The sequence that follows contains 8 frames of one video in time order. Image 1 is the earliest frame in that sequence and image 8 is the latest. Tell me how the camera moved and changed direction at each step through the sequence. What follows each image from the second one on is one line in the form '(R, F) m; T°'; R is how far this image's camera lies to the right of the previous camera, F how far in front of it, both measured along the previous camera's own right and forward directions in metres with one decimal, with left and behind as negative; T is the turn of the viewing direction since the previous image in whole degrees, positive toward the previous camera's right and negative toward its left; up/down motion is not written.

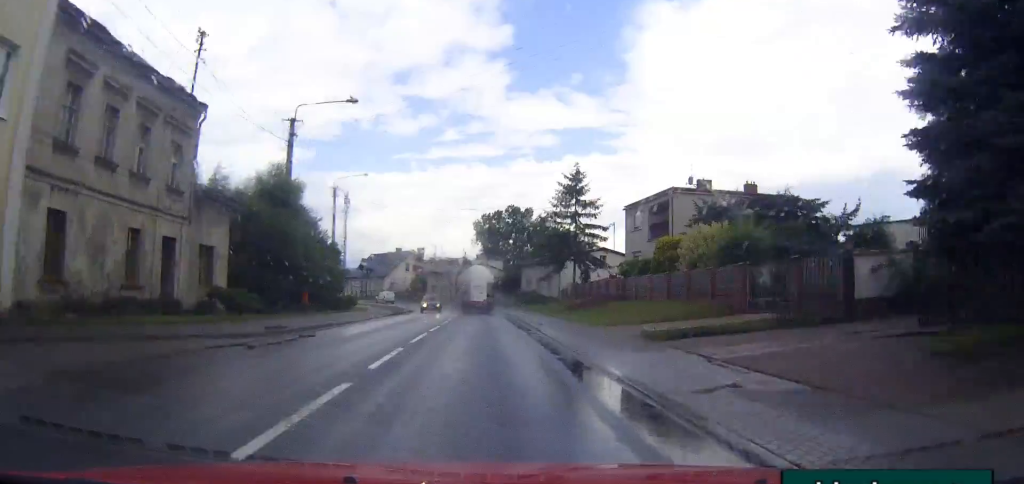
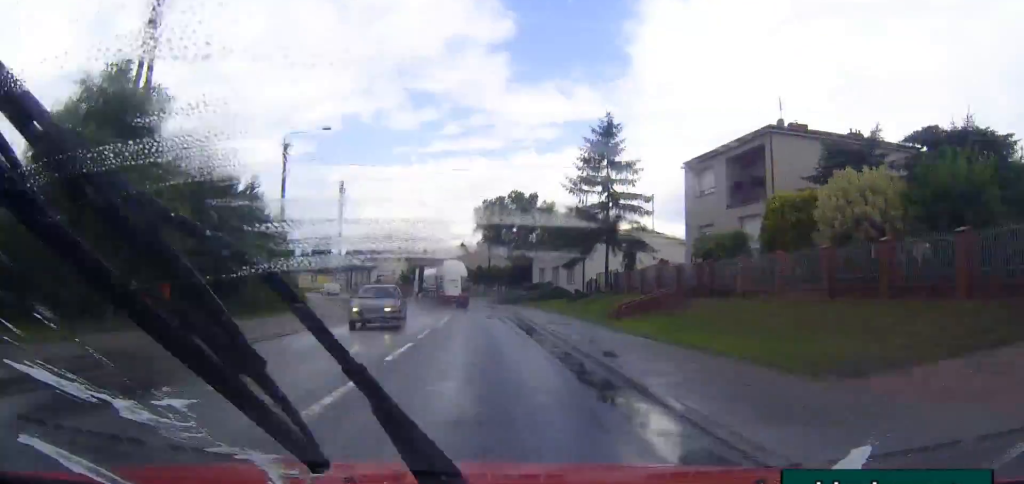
(+0.3, +16.5) m; -1°
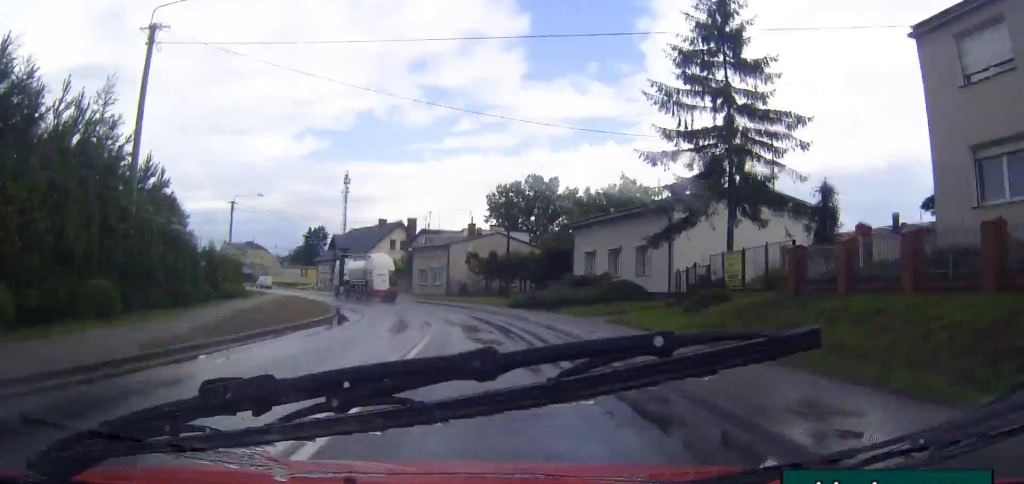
(-0.4, +22.9) m; -4°
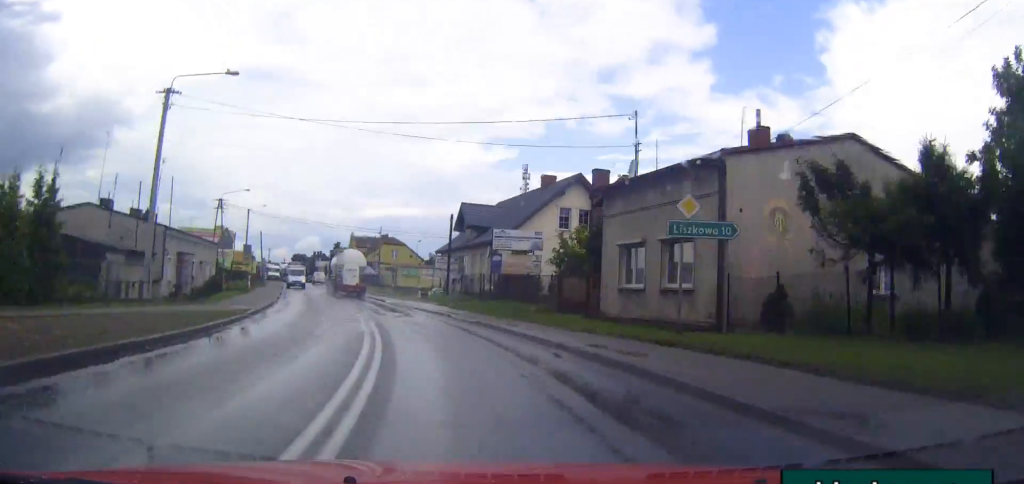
(-5.3, +45.3) m; -14°
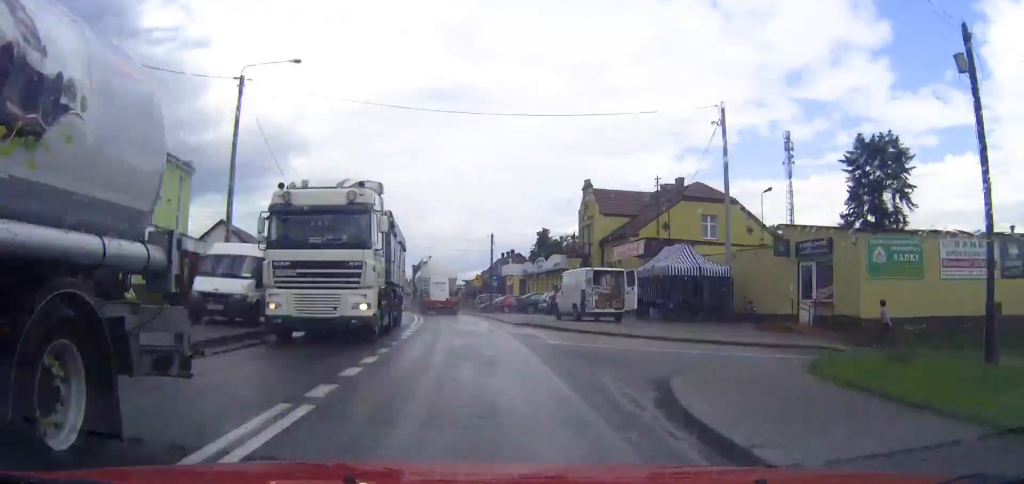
(-13.1, +89.7) m; -13°
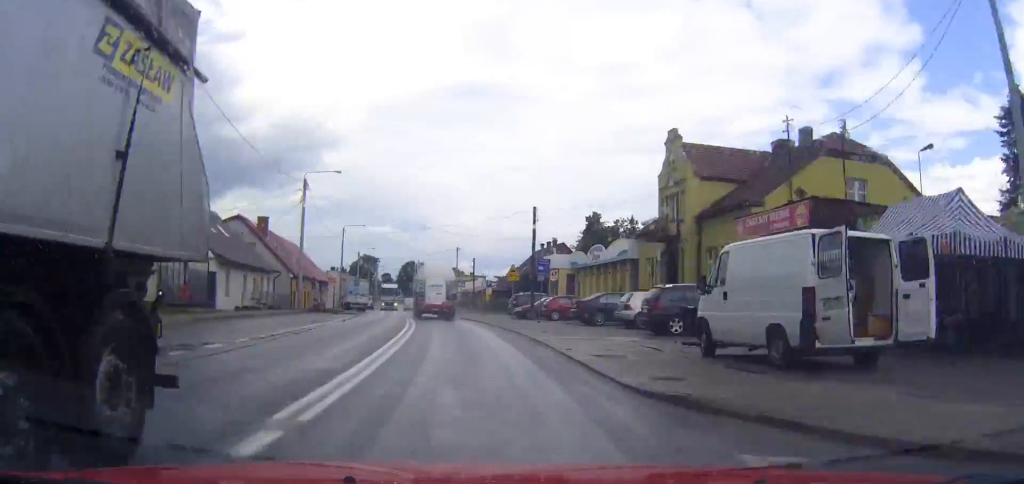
(-0.4, +18.7) m; -2°
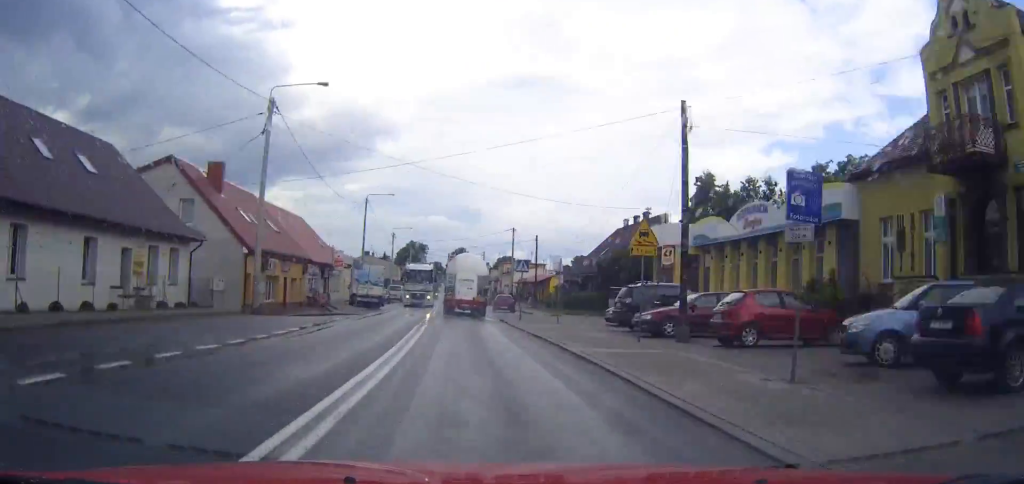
(-0.7, +24.2) m; -2°
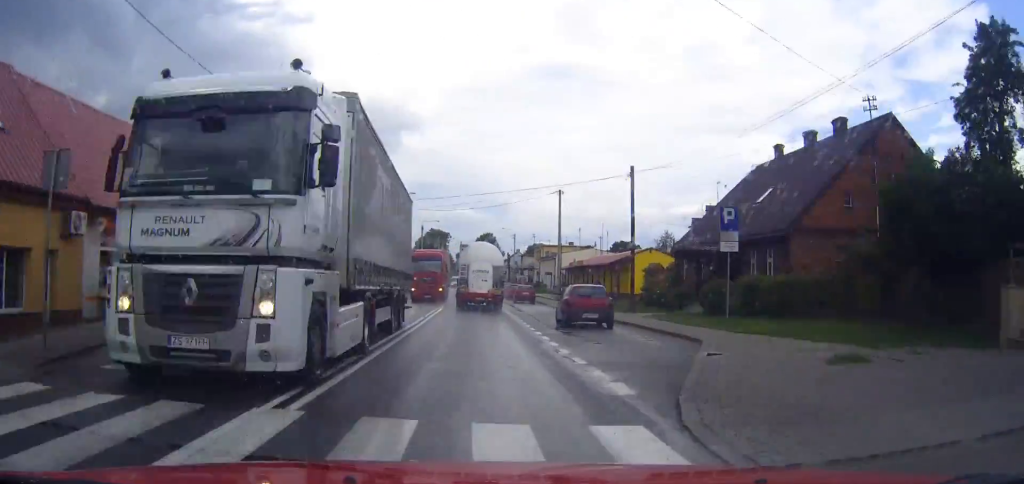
(-0.8, +35.2) m; -2°
